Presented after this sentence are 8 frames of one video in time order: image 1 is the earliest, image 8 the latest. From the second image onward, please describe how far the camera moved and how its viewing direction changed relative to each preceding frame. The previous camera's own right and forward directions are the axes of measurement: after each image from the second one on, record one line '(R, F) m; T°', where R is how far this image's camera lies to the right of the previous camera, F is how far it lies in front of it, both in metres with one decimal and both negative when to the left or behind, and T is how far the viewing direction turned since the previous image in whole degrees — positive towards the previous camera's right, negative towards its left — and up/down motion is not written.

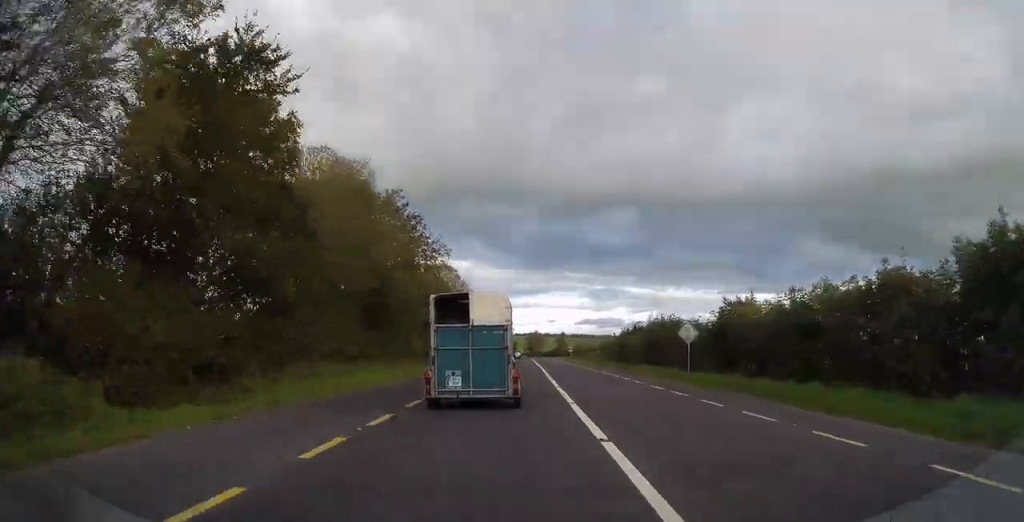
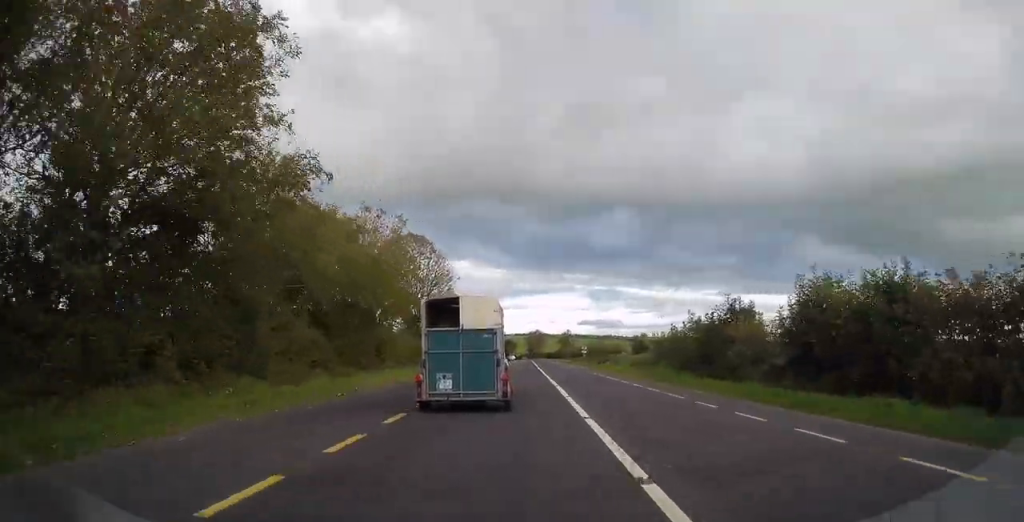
(+0.1, +28.1) m; +1°
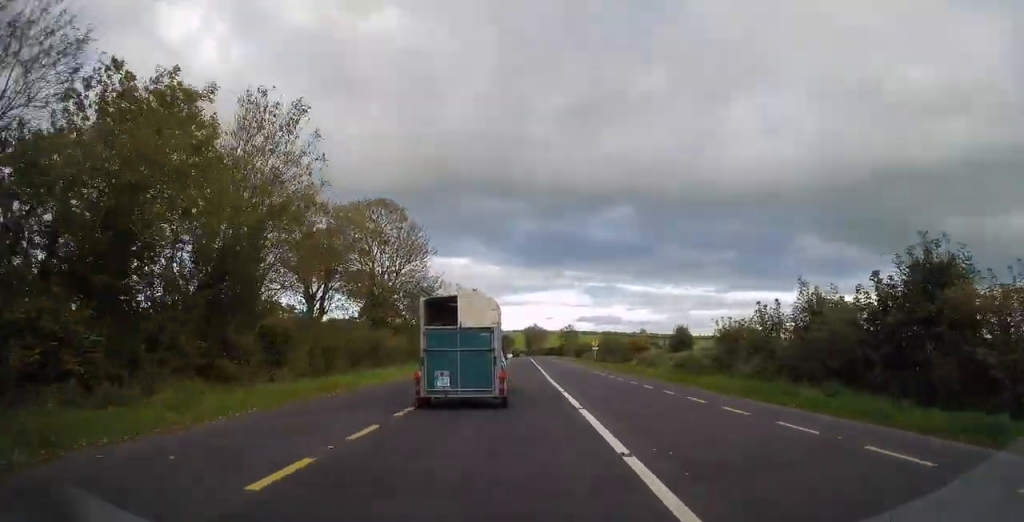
(+0.3, +16.8) m; -1°
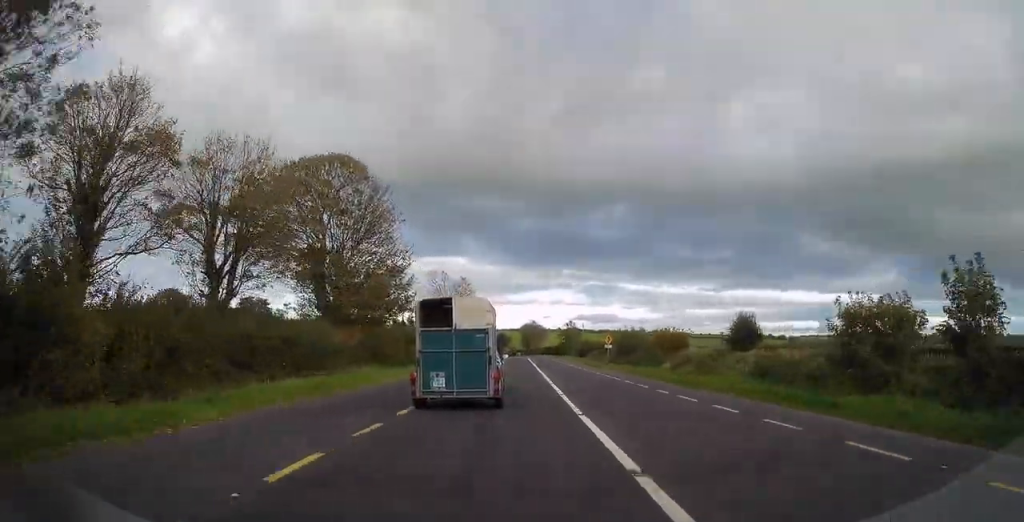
(-0.3, +13.5) m; 0°
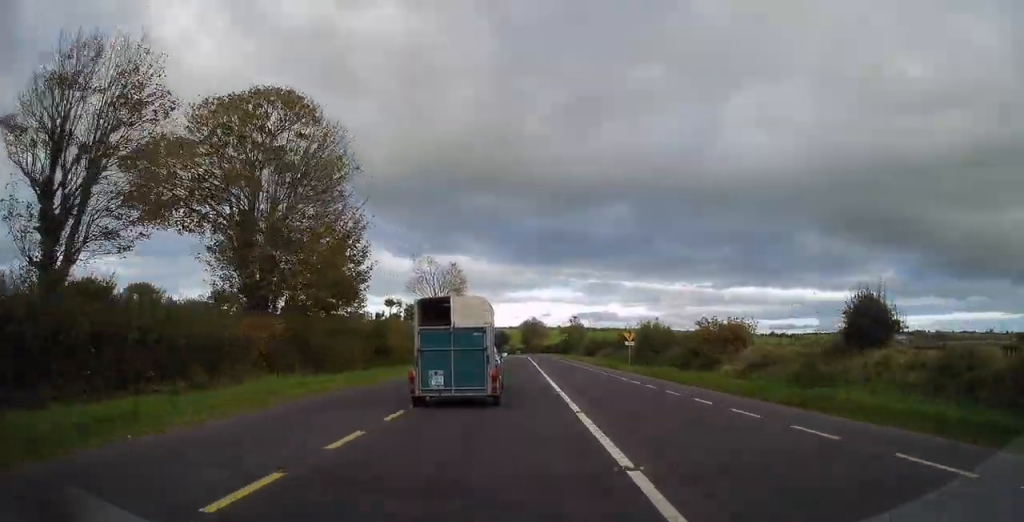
(-0.2, +12.0) m; 0°
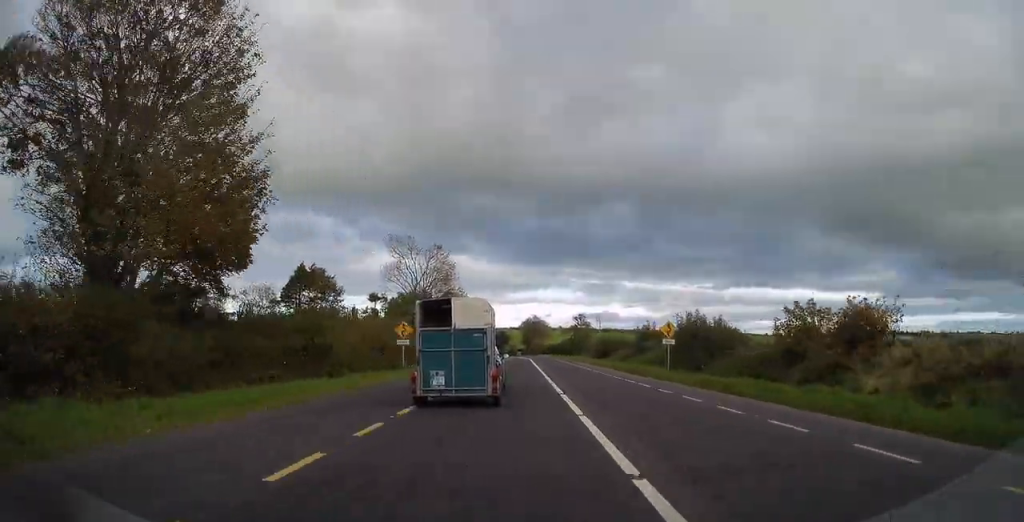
(+0.2, +12.6) m; +1°
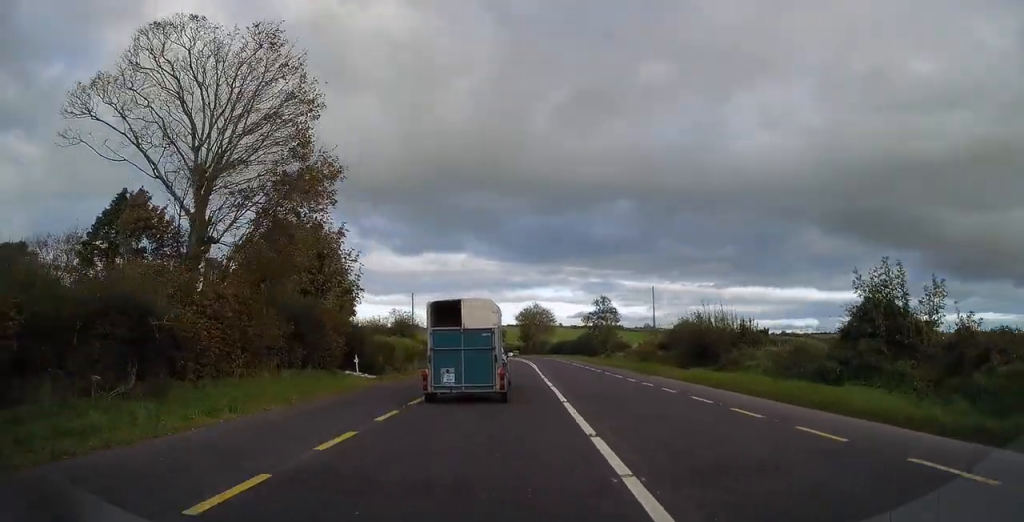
(+0.3, +39.8) m; 0°
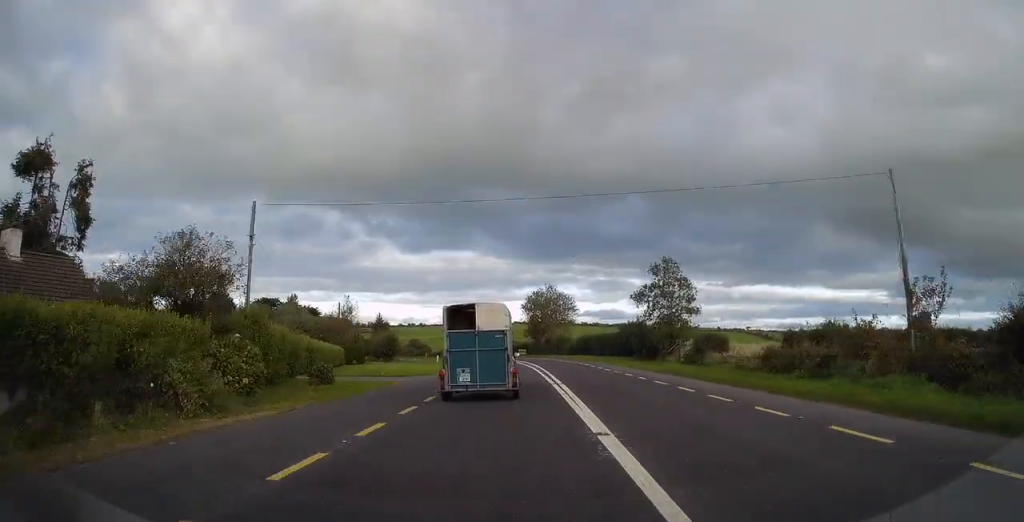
(-0.1, +36.8) m; 0°
